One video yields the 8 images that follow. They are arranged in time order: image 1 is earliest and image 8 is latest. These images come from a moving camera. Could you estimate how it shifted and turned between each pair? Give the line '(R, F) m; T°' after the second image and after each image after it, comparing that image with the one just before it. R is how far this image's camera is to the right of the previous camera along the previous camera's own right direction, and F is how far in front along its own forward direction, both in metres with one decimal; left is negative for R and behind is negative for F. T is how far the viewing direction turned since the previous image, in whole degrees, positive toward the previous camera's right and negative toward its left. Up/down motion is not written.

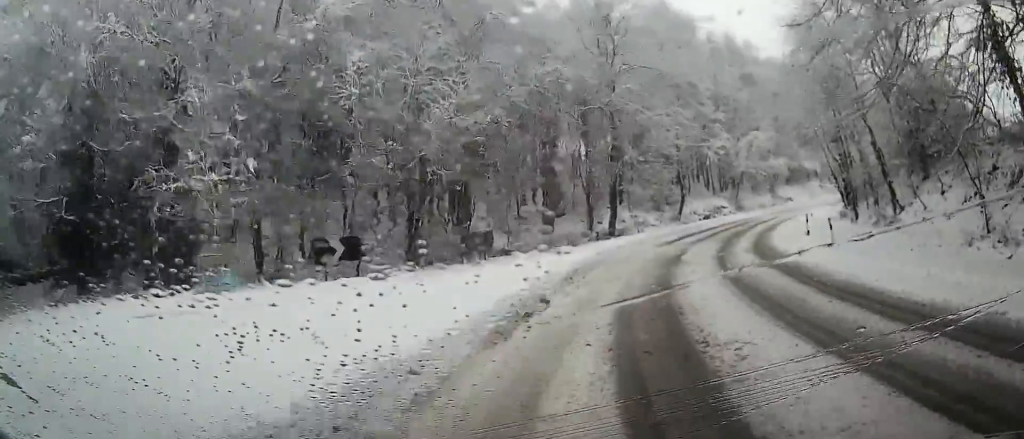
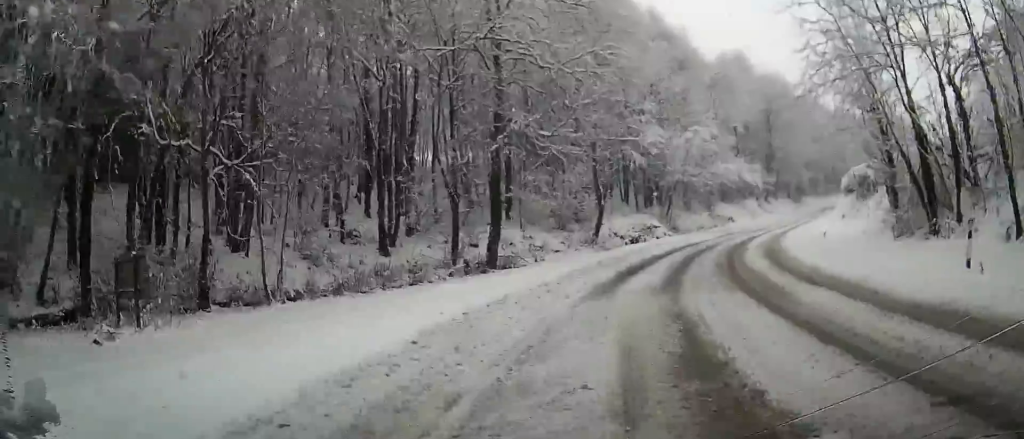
(+2.6, +19.0) m; +16°
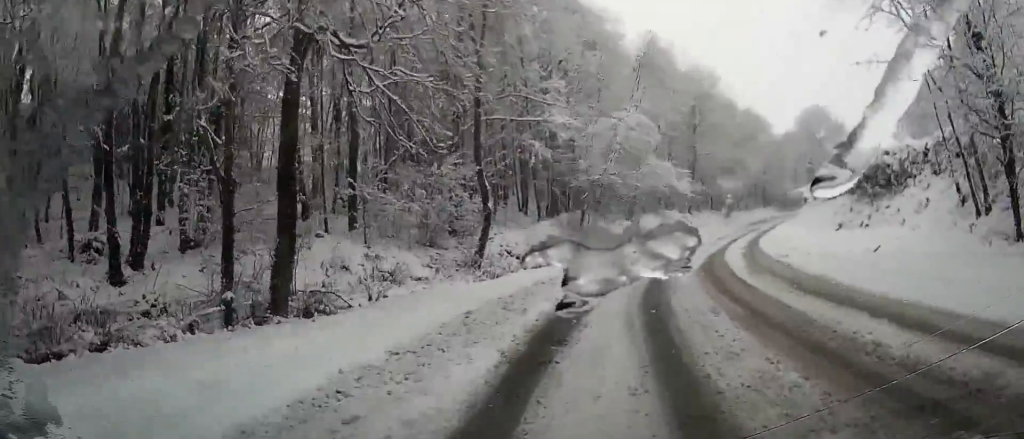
(+1.0, +13.3) m; +9°
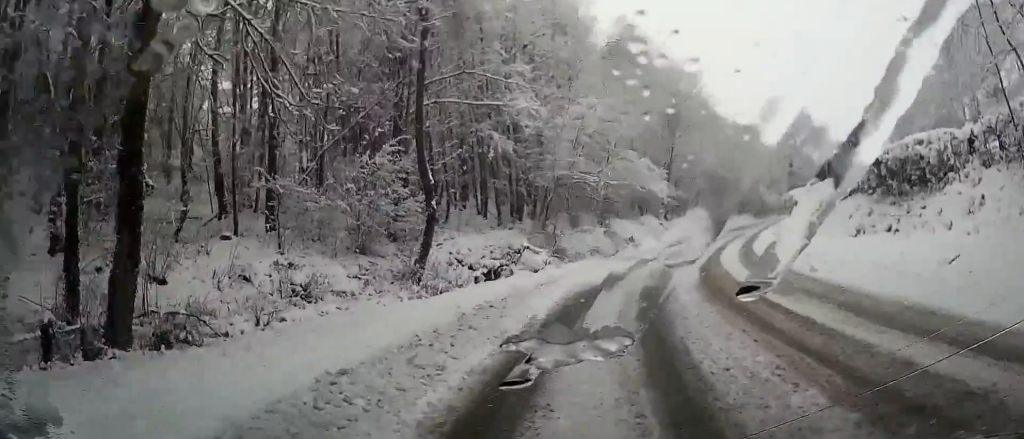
(+0.1, +5.3) m; +2°
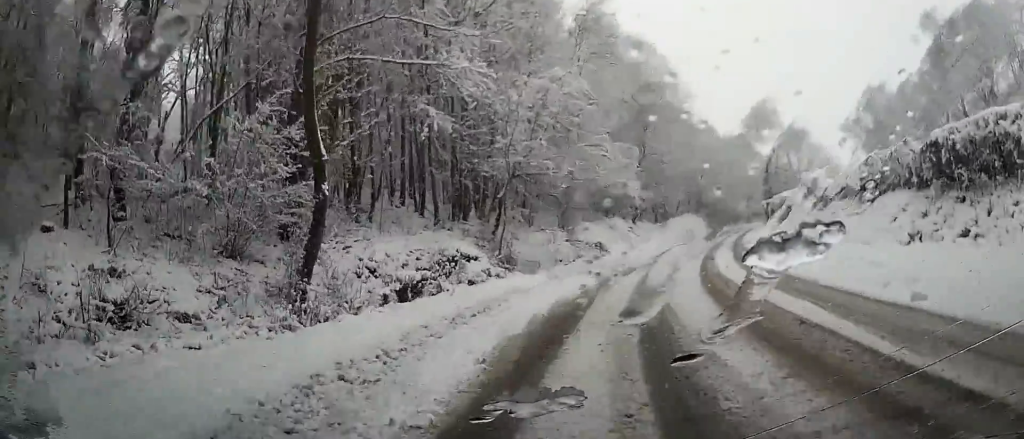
(+0.2, +6.9) m; +3°
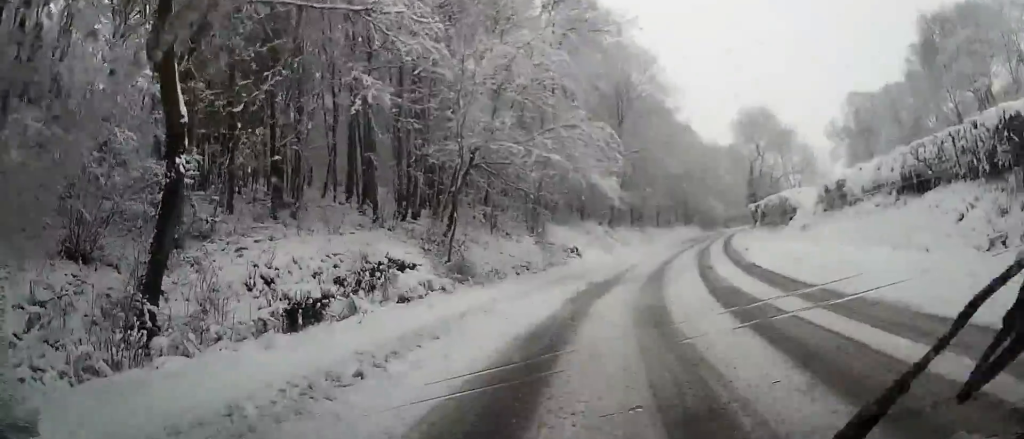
(0.0, +5.1) m; +2°
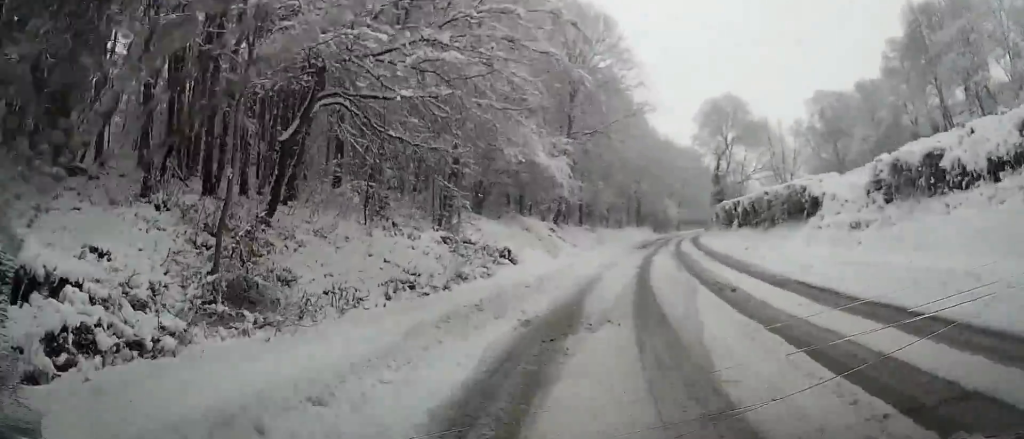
(+0.6, +10.3) m; +7°
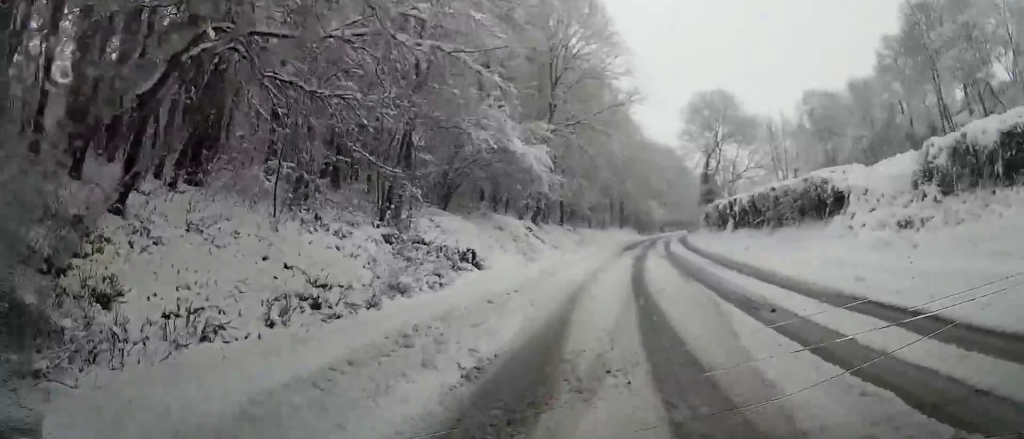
(+0.2, +4.2) m; +2°
